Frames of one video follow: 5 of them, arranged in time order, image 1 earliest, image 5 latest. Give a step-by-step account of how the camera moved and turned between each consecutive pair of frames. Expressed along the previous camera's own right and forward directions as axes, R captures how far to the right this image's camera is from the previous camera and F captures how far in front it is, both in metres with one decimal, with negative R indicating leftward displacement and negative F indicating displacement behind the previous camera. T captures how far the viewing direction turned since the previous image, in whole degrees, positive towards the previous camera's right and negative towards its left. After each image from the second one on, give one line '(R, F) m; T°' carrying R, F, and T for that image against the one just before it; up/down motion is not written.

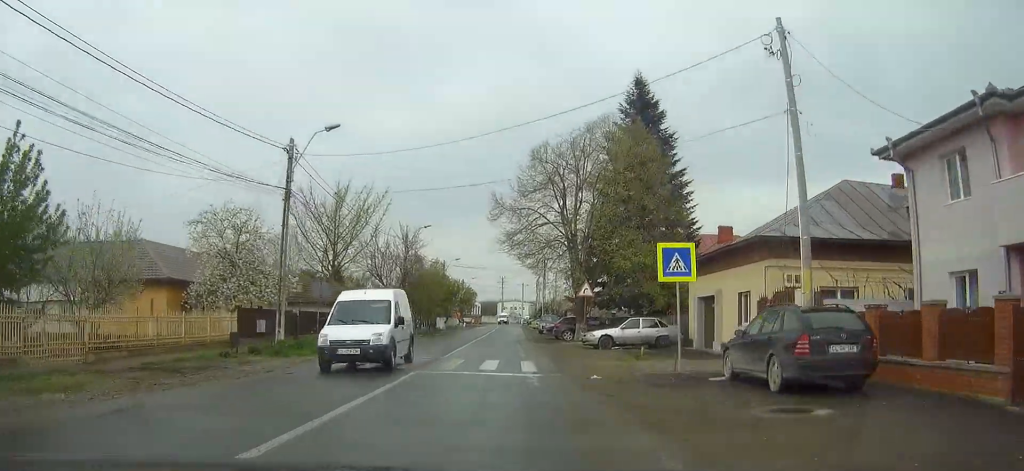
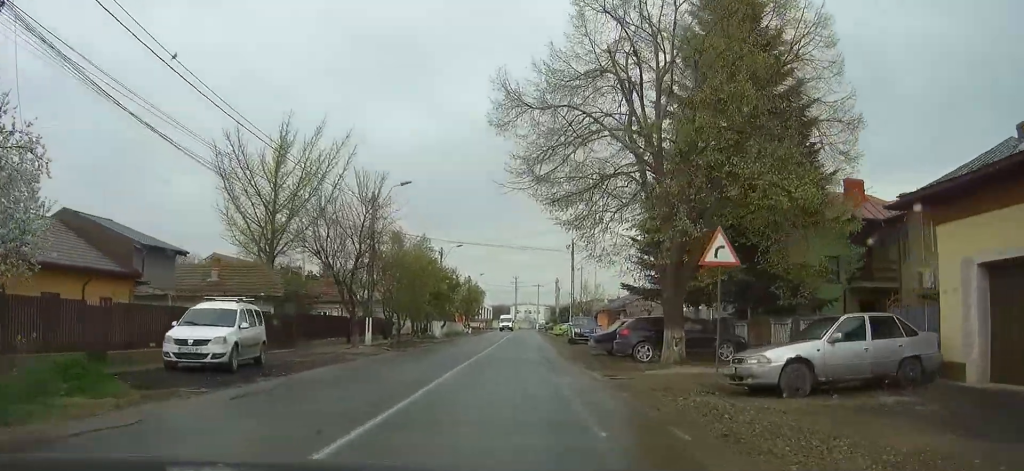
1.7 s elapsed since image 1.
(-0.5, +20.3) m; -1°
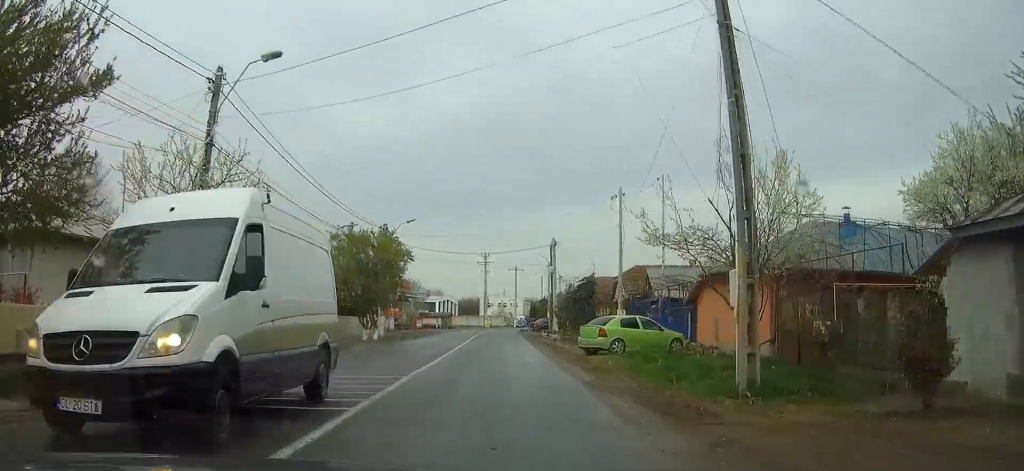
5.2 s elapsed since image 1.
(+0.7, +48.8) m; 0°
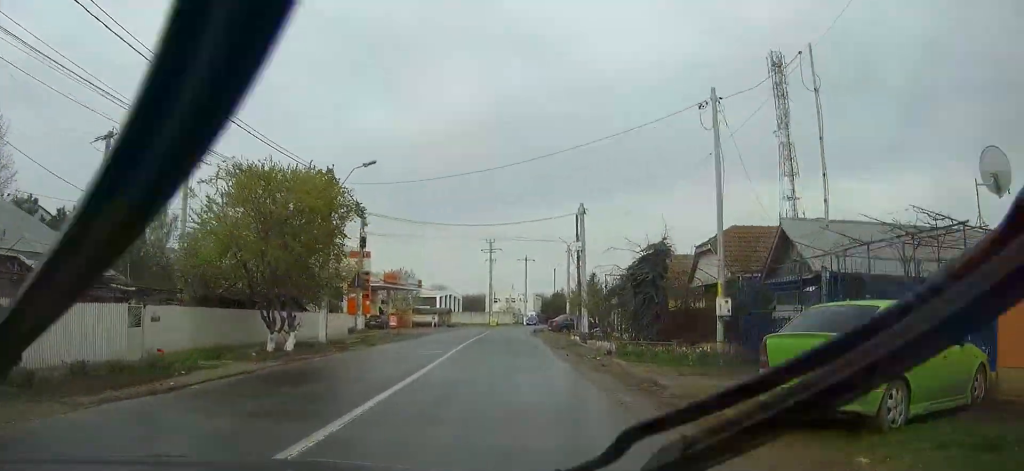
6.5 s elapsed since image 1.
(0.0, +17.7) m; 0°
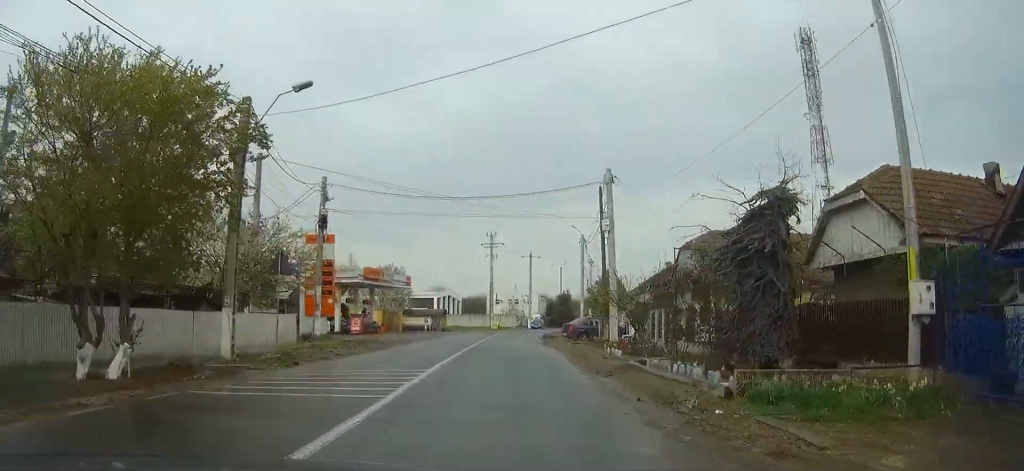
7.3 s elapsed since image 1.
(0.0, +11.0) m; 0°
